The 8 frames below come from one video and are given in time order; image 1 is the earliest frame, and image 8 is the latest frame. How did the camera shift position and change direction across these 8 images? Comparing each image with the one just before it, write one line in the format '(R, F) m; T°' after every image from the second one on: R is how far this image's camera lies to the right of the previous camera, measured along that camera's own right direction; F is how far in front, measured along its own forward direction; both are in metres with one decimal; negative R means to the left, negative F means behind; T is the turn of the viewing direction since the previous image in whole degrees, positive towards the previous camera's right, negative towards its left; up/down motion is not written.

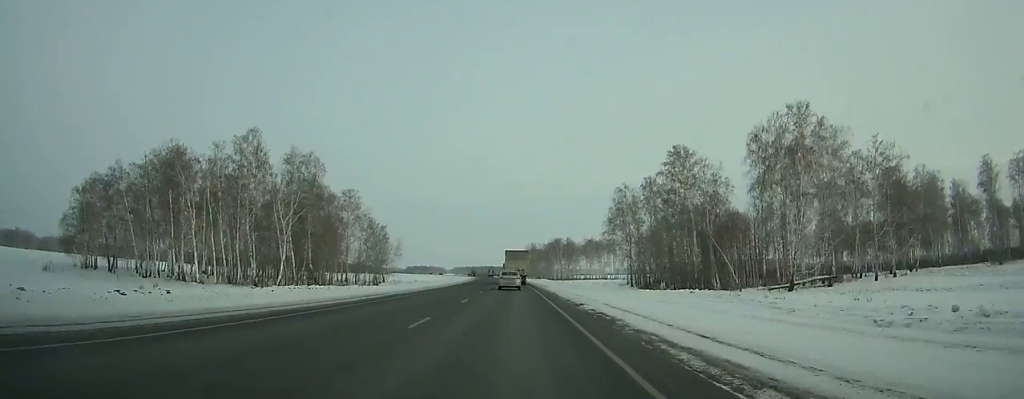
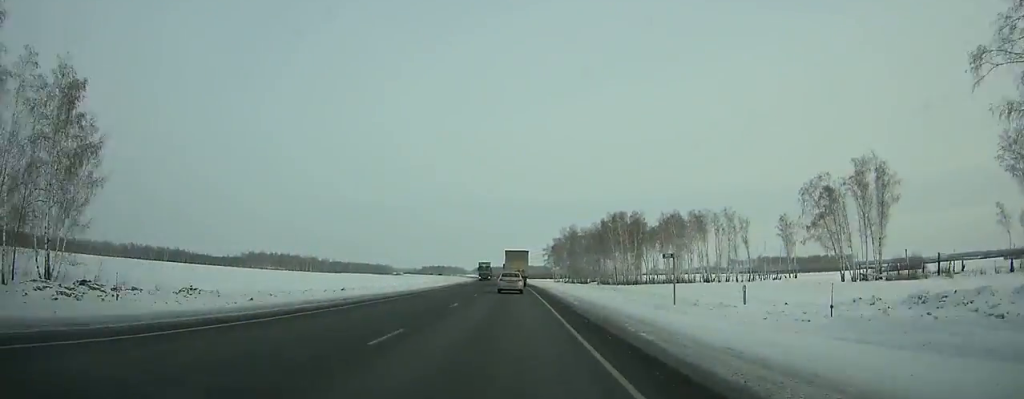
(-3.0, +111.7) m; -3°
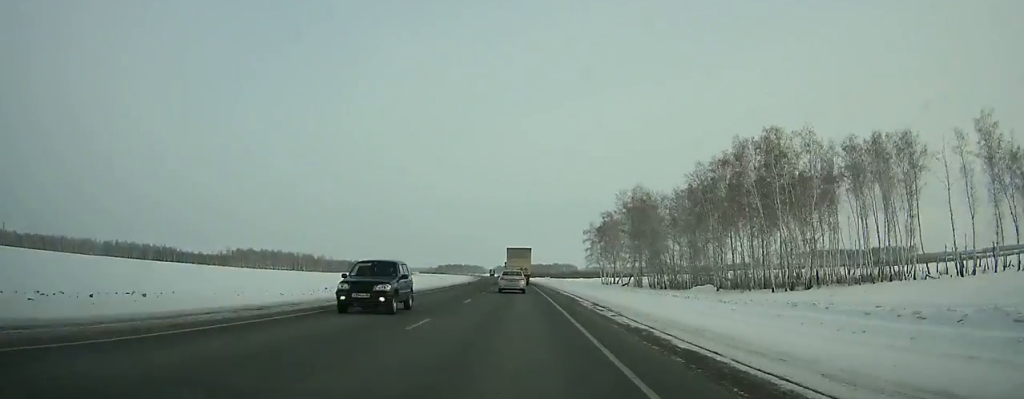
(-1.4, +79.6) m; -2°
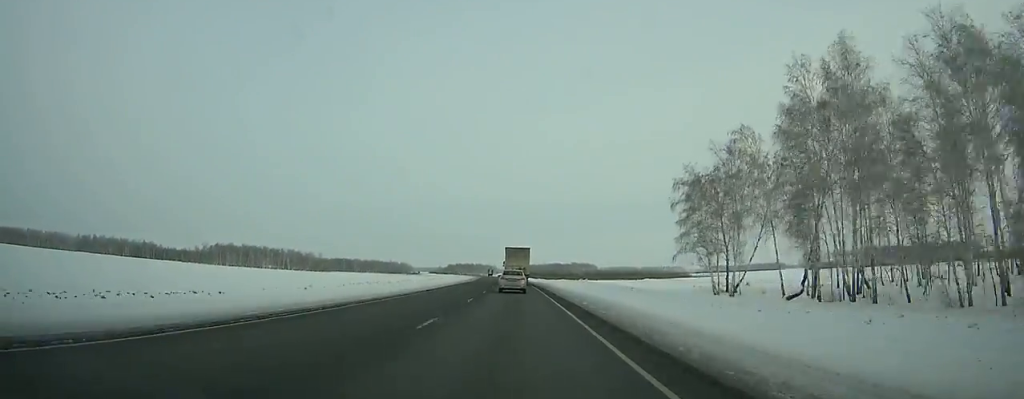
(-1.1, +72.2) m; -2°
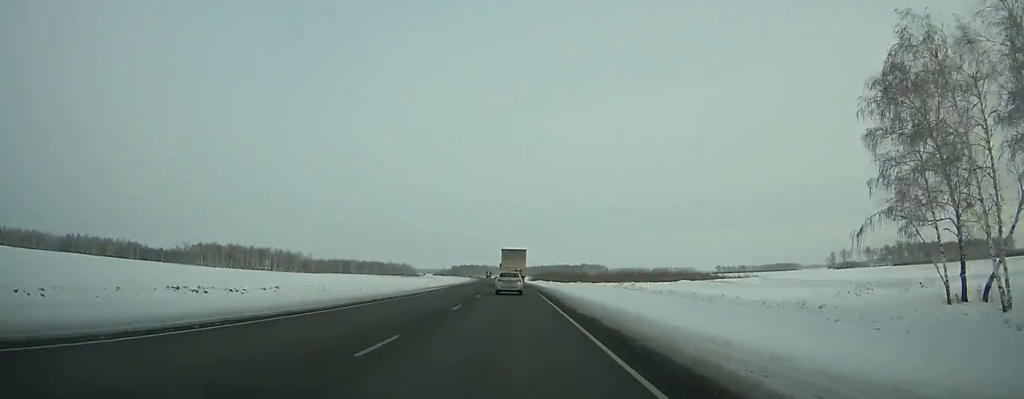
(-0.4, +40.4) m; -1°
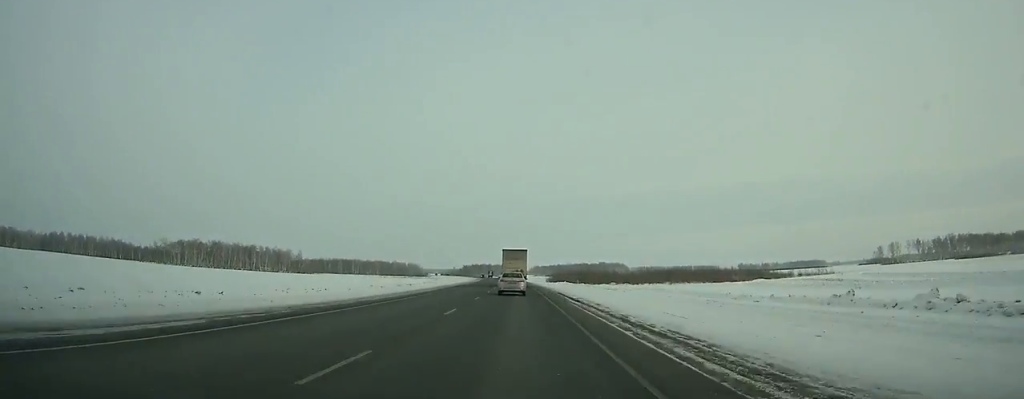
(-0.3, +49.2) m; -1°
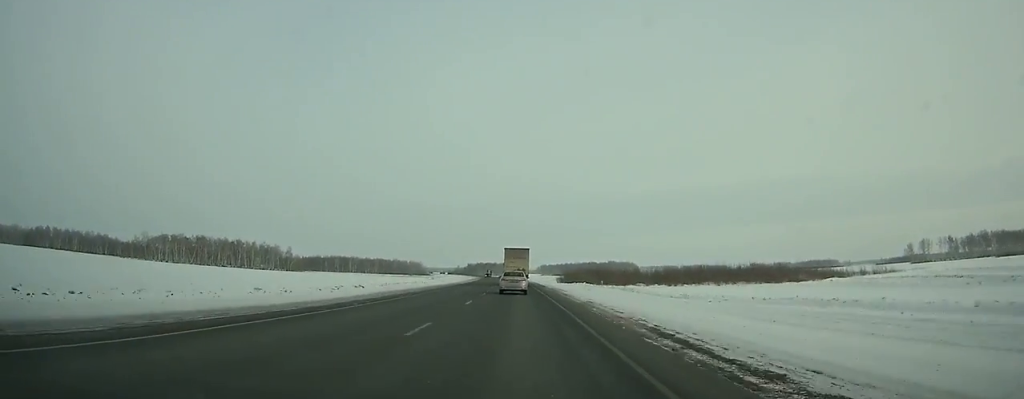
(-0.3, +31.1) m; -1°
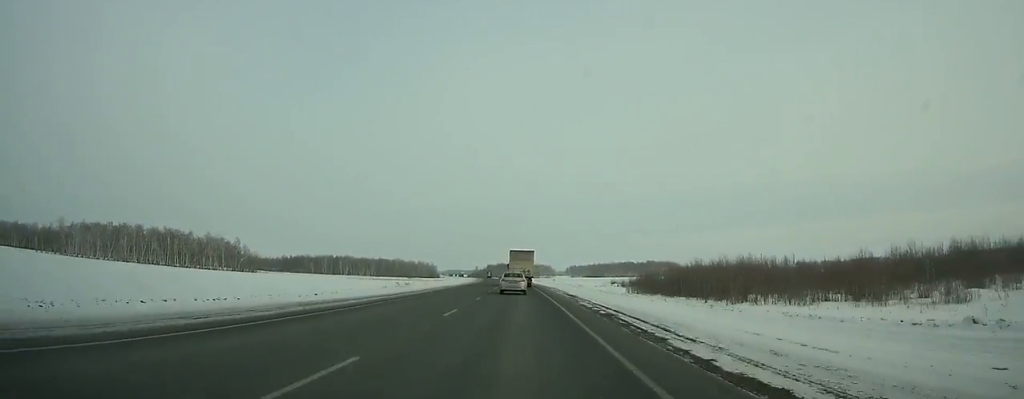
(-2.1, +102.1) m; -3°
